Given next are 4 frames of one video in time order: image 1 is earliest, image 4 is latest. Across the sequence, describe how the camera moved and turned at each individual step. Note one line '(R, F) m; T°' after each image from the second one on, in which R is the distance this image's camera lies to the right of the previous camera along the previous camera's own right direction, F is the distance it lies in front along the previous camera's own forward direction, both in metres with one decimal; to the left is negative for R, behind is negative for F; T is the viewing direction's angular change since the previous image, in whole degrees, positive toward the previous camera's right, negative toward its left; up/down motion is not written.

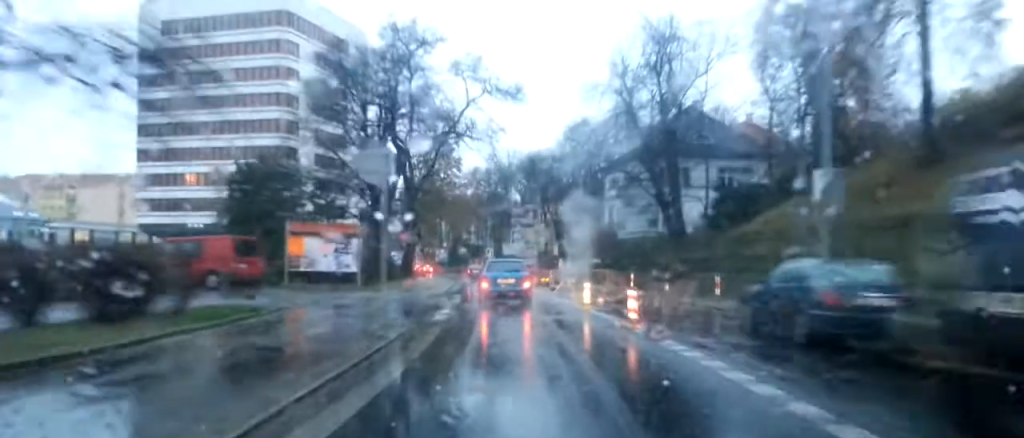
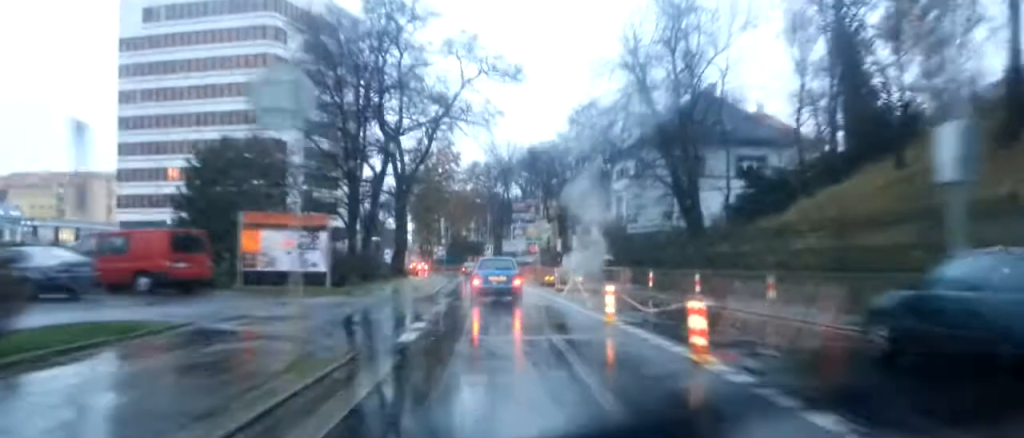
(+0.3, +5.0) m; -1°
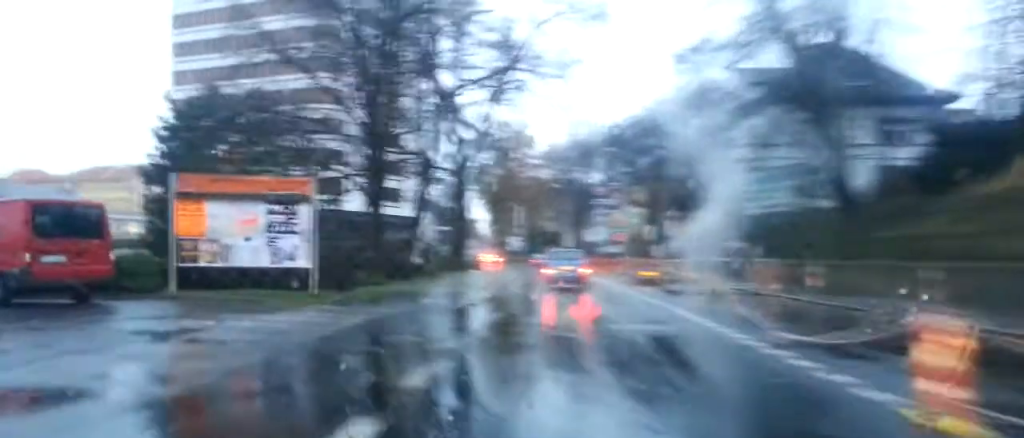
(-0.8, +10.1) m; -10°
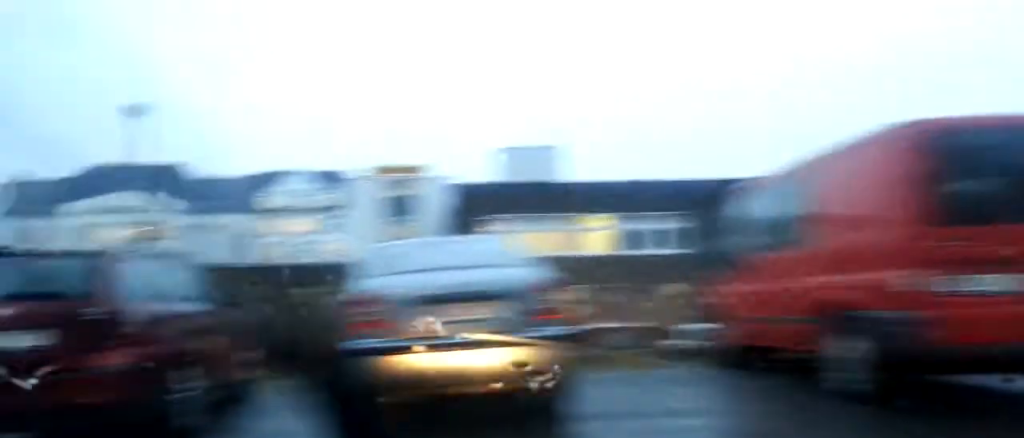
(-2.6, +13.2) m; -39°
